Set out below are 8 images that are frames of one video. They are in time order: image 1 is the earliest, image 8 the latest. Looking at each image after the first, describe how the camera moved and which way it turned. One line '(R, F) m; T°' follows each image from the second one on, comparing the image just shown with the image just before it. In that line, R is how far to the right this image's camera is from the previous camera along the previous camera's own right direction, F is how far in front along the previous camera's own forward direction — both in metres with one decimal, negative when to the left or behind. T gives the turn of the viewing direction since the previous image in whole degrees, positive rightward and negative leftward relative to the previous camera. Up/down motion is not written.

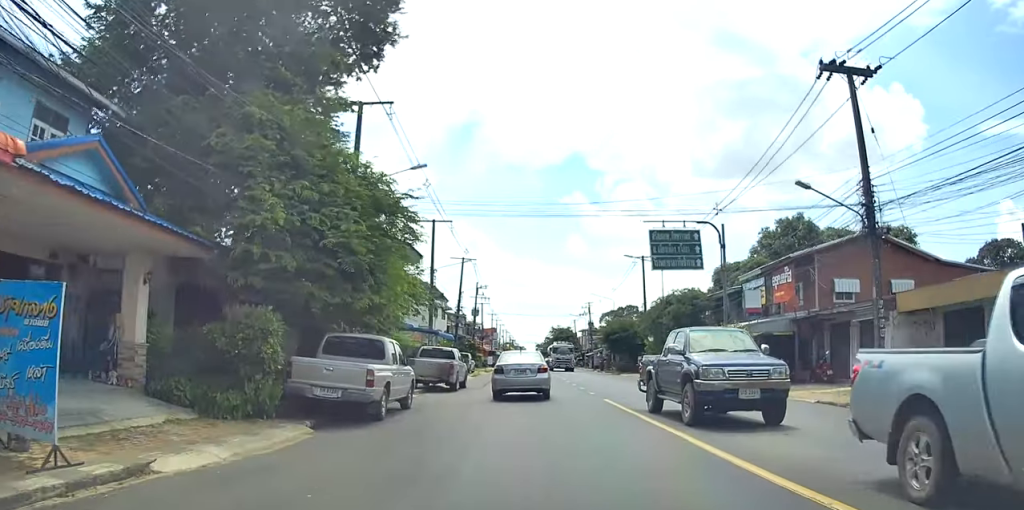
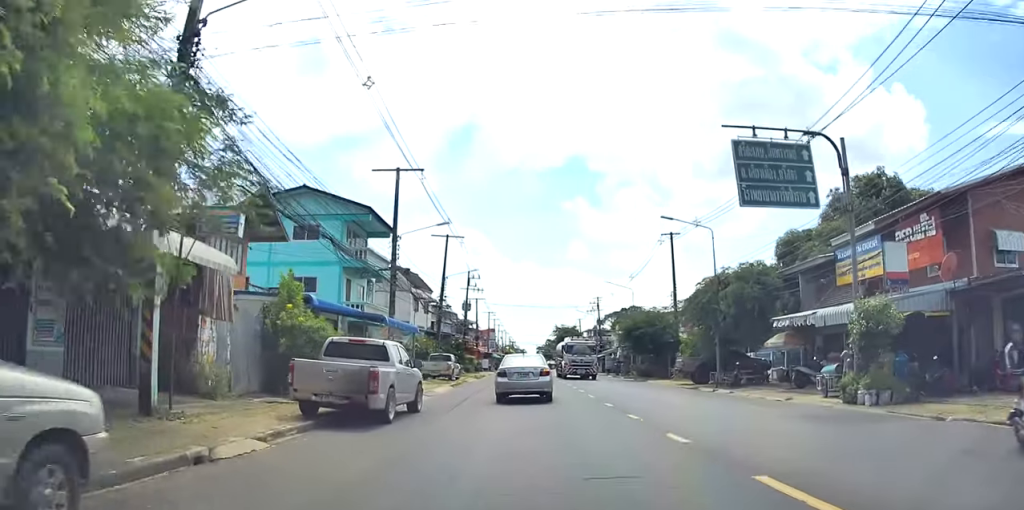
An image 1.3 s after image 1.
(+0.3, +12.0) m; +2°
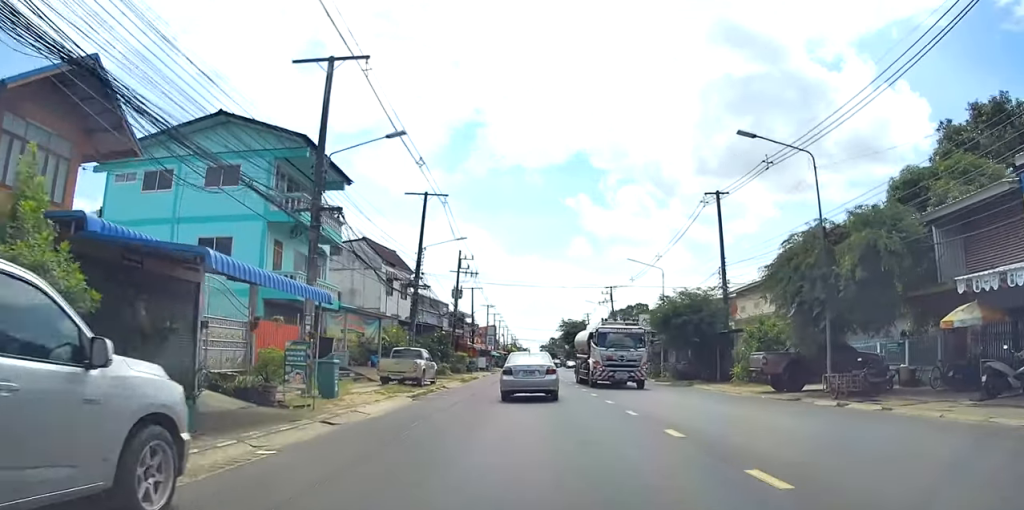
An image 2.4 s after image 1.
(+0.1, +12.0) m; +1°
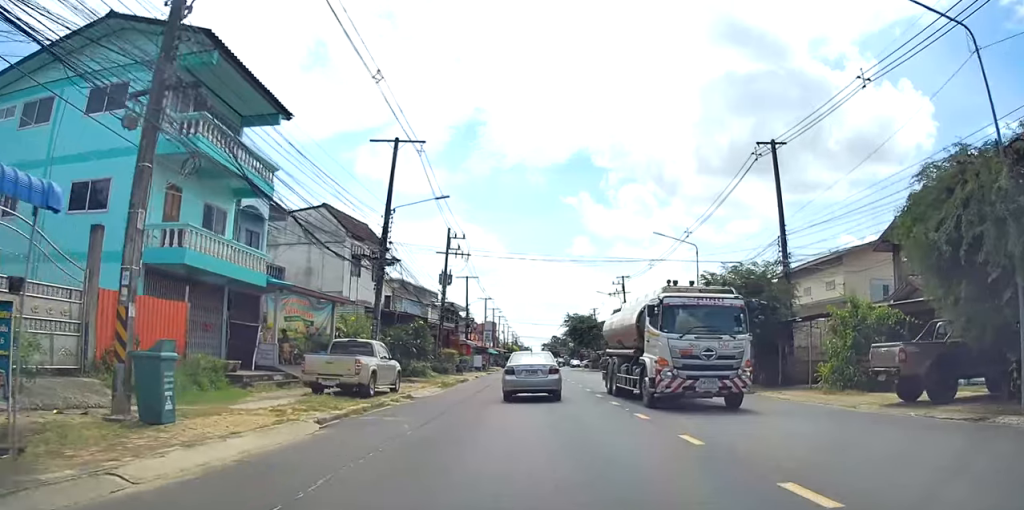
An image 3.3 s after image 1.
(+0.2, +9.1) m; 0°
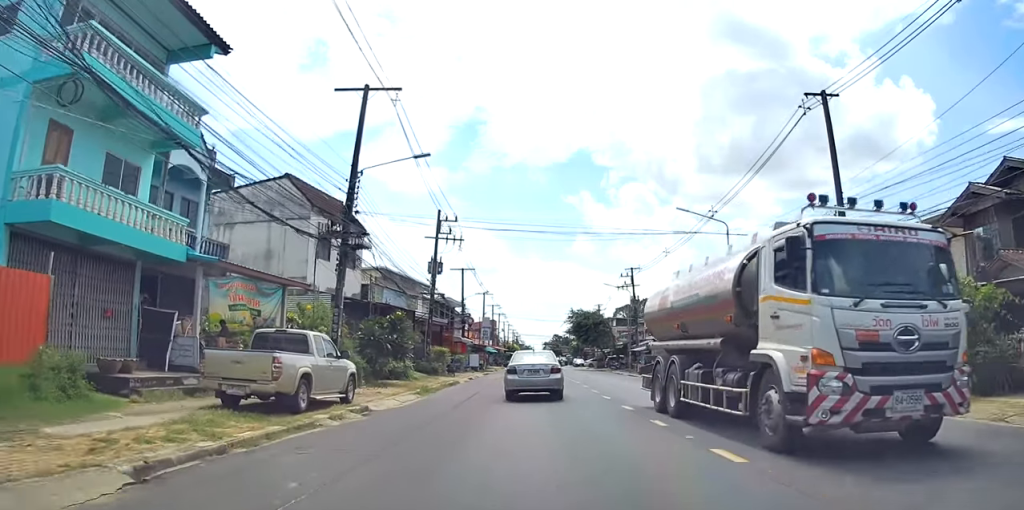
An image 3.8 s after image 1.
(-0.1, +5.5) m; 0°
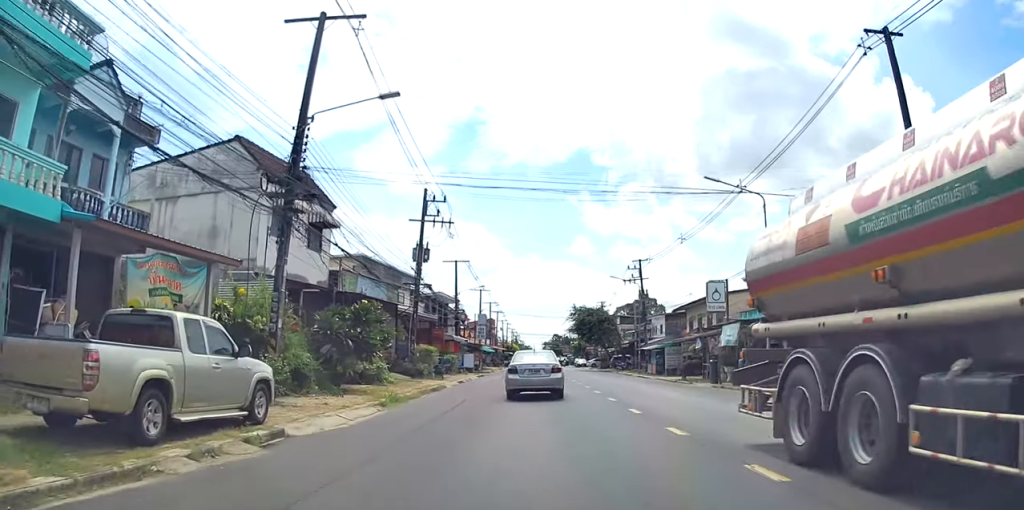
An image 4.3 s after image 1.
(0.0, +5.4) m; 0°
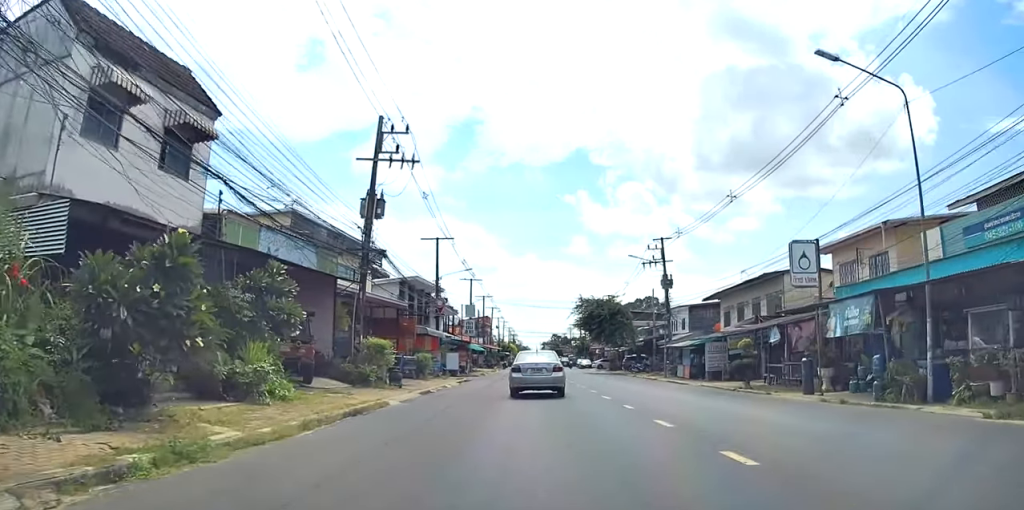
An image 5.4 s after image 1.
(+0.1, +11.6) m; +1°
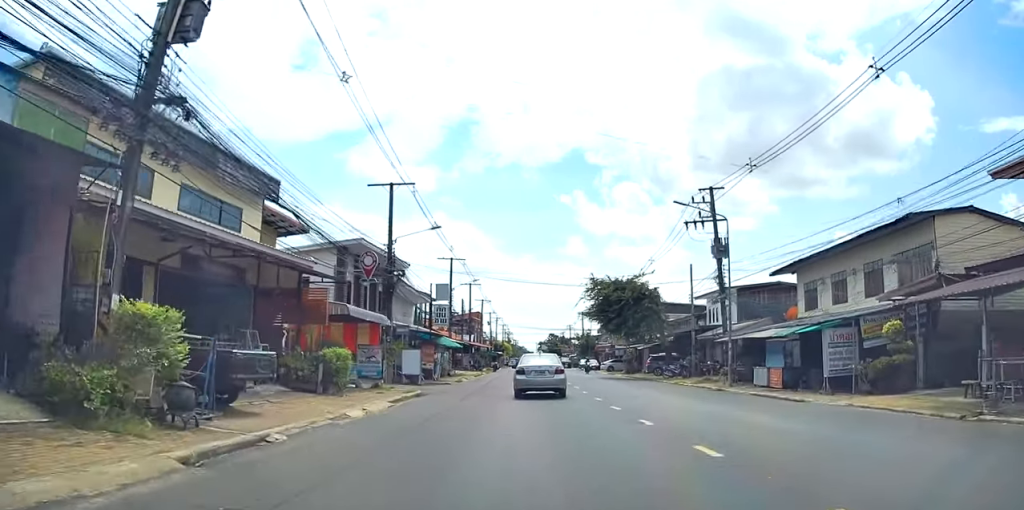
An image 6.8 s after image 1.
(+0.3, +15.7) m; +1°
